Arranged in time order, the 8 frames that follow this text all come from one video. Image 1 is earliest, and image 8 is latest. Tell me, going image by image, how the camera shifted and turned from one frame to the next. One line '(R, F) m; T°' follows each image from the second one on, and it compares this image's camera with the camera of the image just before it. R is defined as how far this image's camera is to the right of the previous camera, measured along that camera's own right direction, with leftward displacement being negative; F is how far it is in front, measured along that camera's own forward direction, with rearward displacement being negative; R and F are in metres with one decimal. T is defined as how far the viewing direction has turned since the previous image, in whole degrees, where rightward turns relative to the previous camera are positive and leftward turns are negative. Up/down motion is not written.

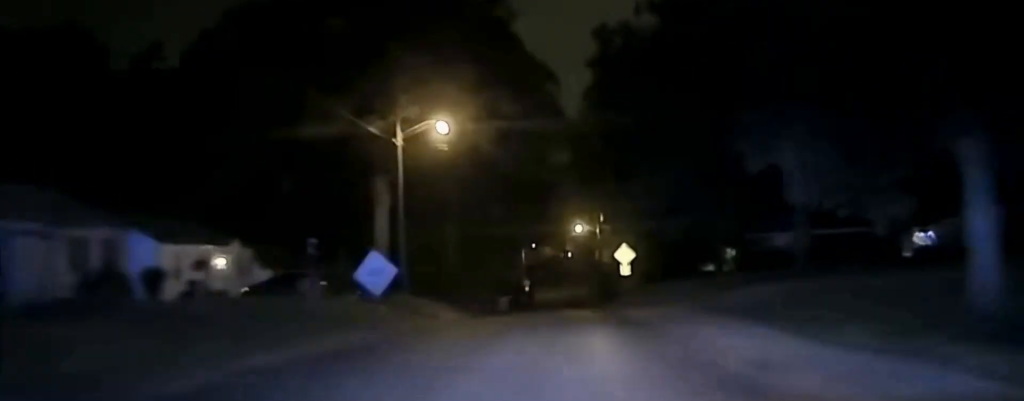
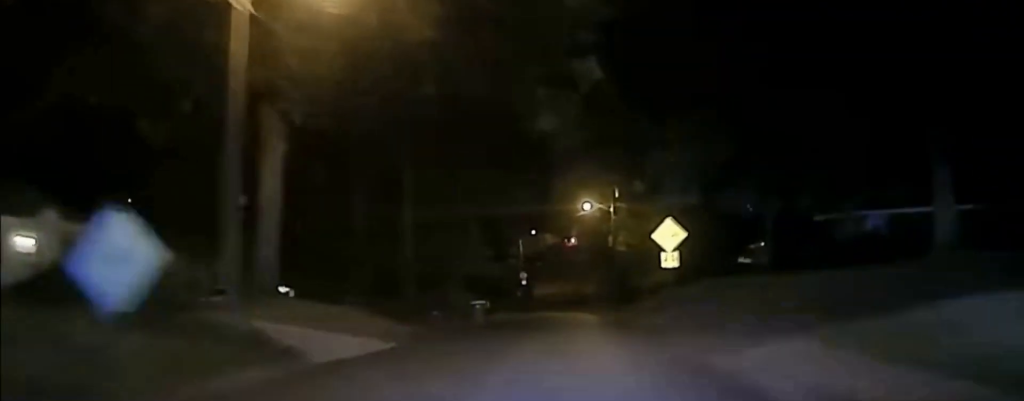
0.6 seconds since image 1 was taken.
(-0.1, +17.1) m; 0°
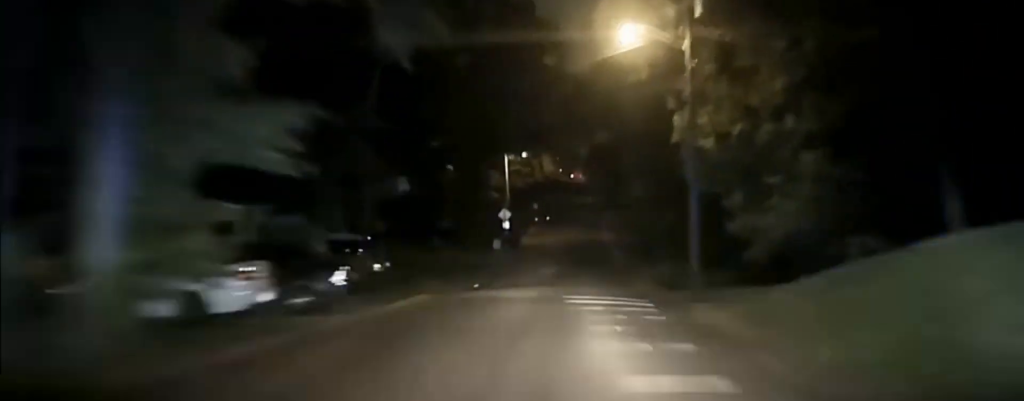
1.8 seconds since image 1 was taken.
(+0.2, +34.2) m; 0°
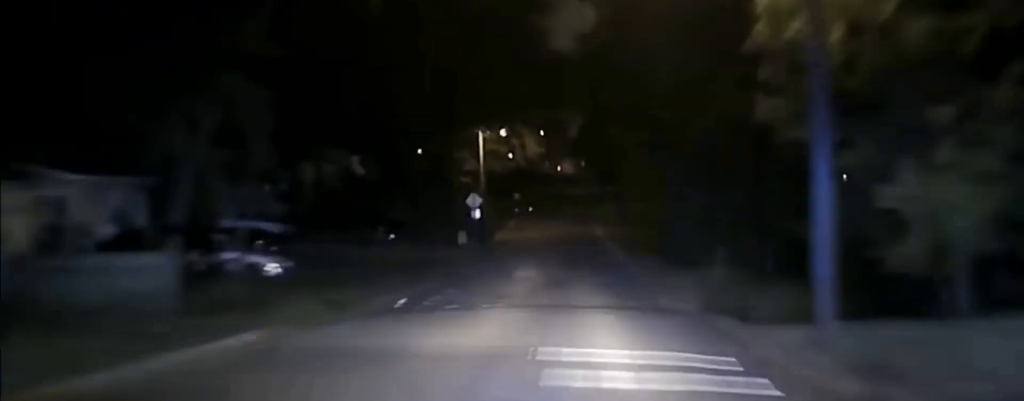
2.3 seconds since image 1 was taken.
(0.0, +14.8) m; 0°
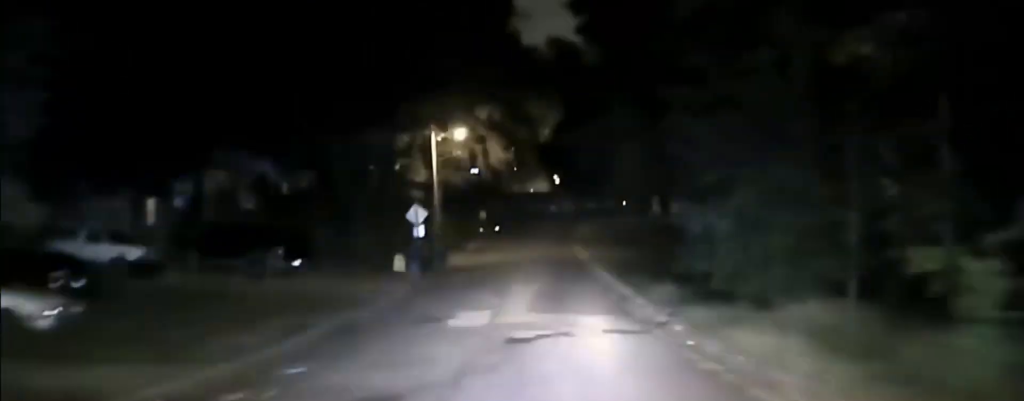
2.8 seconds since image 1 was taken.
(+0.1, +15.3) m; -1°
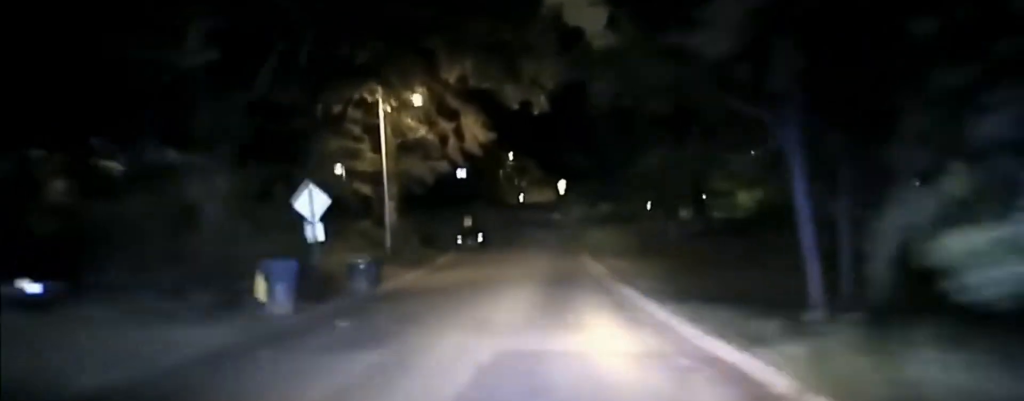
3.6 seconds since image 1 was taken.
(-0.5, +24.0) m; -1°
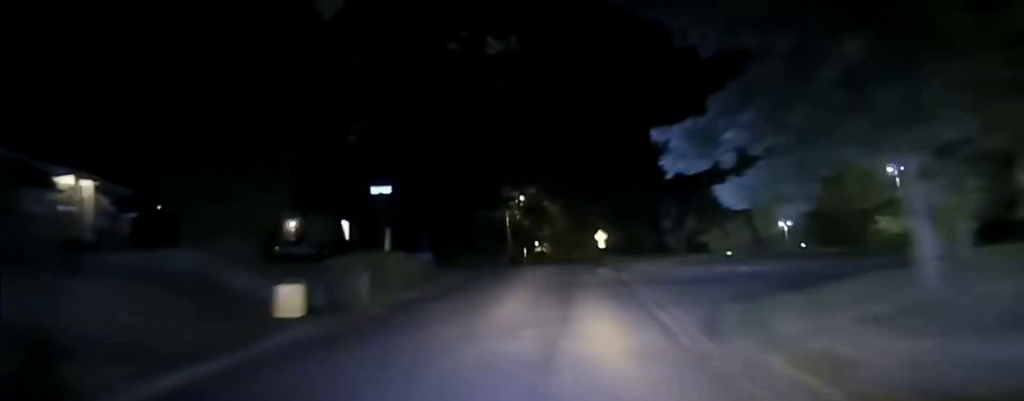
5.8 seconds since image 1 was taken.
(-0.3, +55.2) m; +2°
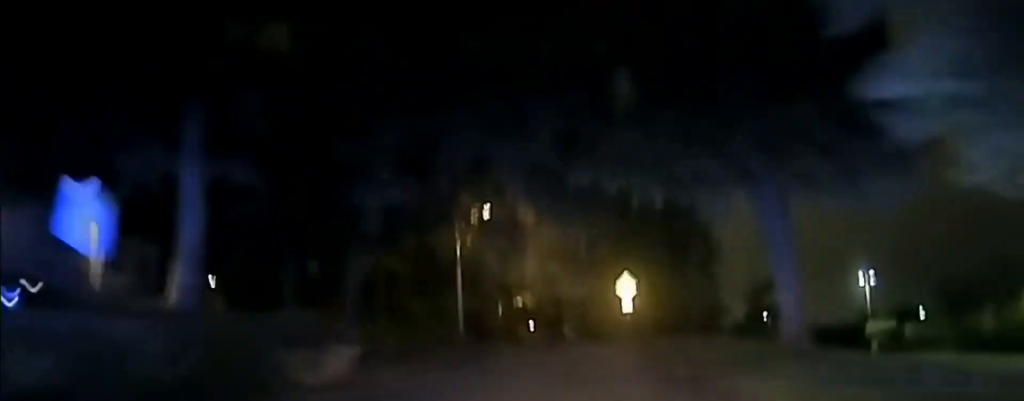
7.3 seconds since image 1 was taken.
(+0.4, +35.2) m; 0°
